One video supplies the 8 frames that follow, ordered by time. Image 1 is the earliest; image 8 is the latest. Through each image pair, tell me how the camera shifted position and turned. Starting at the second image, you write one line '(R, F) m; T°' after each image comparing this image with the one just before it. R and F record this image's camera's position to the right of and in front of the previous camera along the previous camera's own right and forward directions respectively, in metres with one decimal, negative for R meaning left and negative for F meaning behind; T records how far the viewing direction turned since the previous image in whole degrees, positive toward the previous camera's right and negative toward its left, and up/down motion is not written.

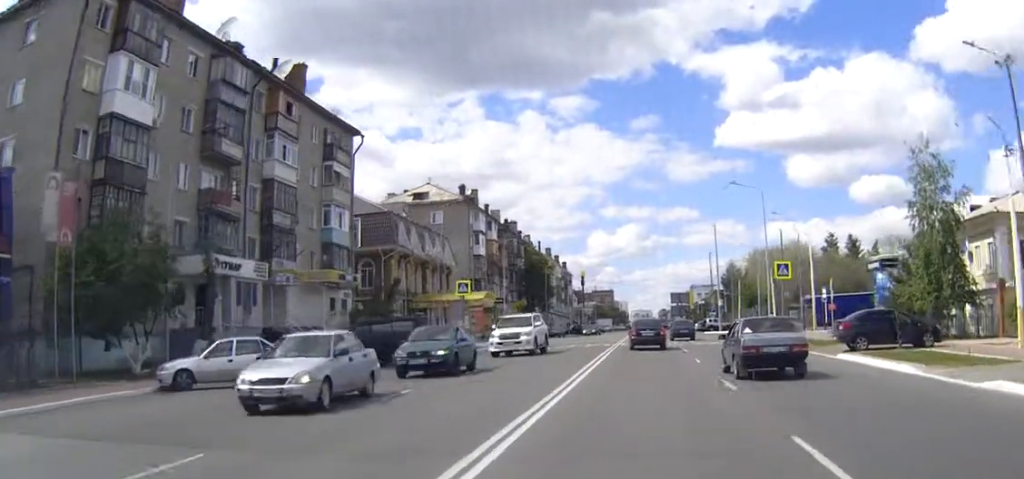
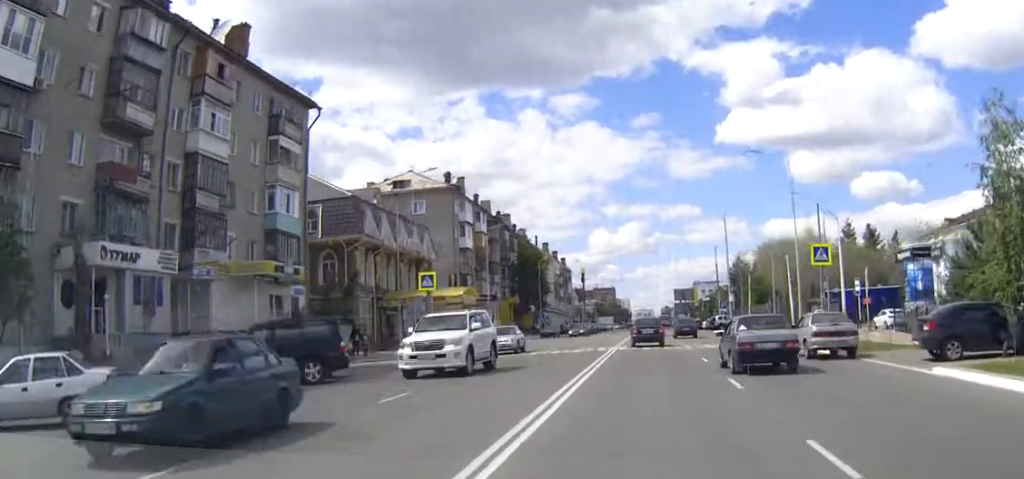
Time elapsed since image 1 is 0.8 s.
(0.0, +9.6) m; 0°
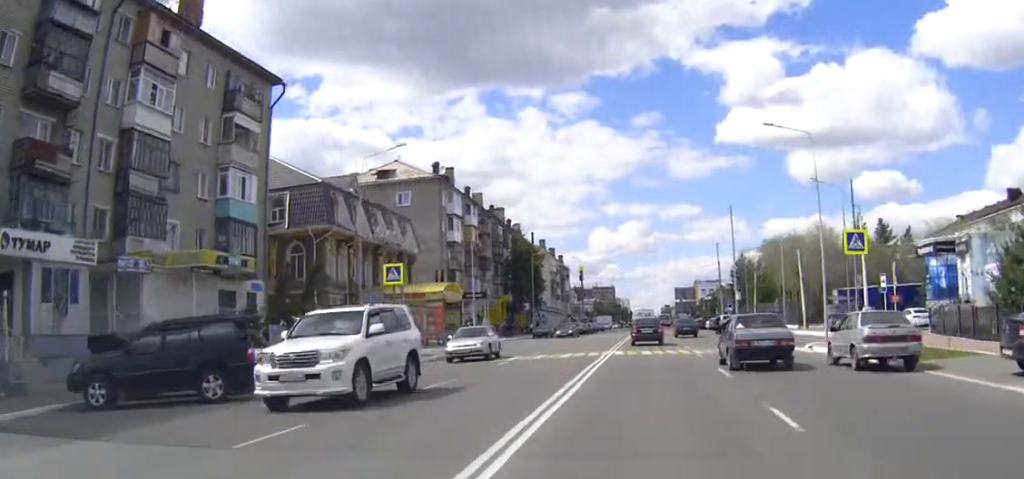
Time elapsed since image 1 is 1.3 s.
(0.0, +6.2) m; 0°
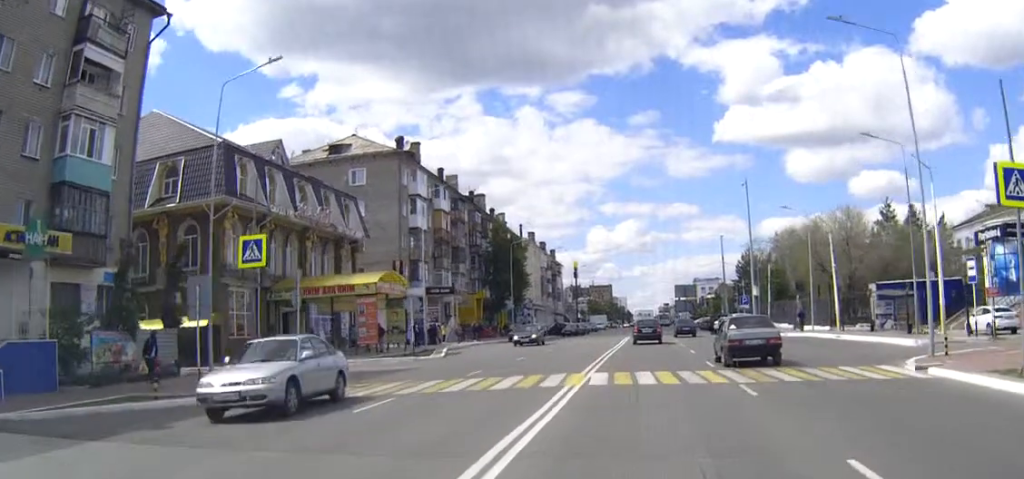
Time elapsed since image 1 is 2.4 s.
(0.0, +14.2) m; 0°
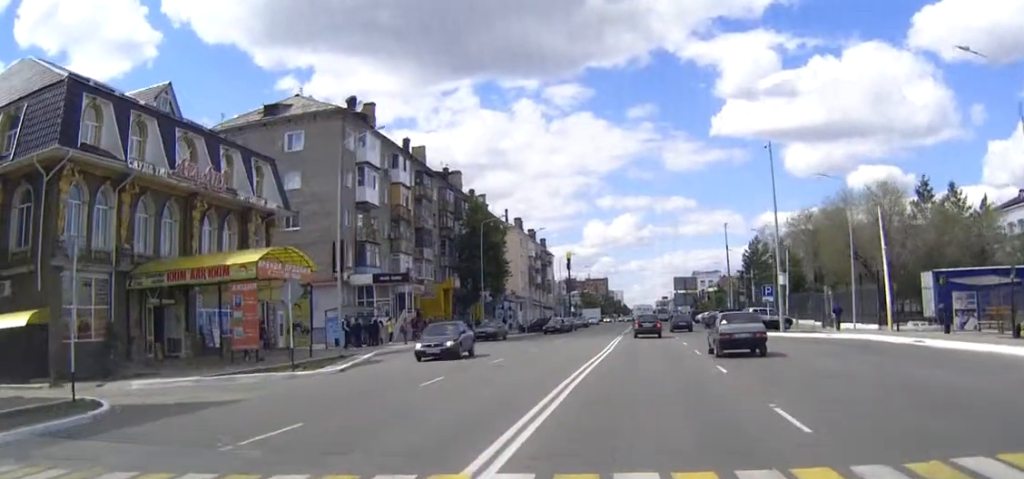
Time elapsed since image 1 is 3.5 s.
(+0.1, +14.1) m; +1°
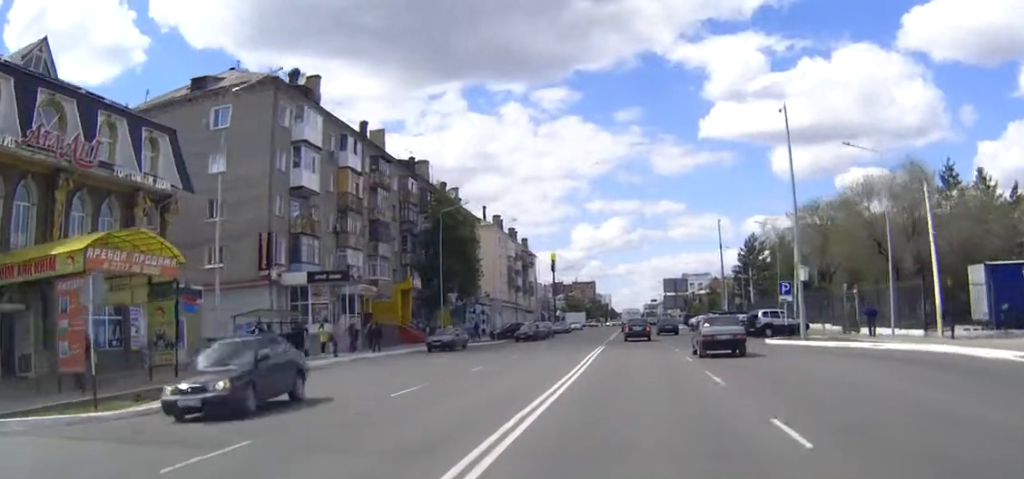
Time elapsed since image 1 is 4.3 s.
(+0.1, +10.4) m; +1°
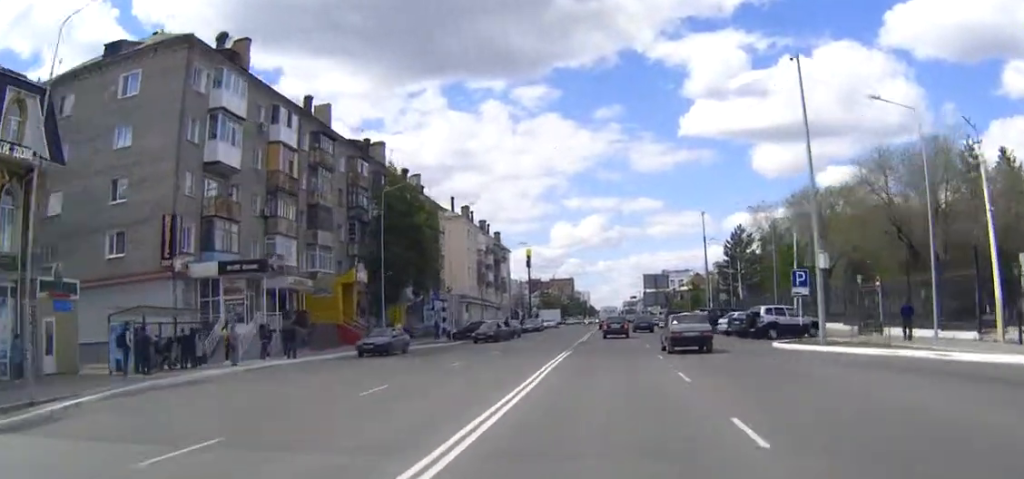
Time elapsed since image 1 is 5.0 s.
(0.0, +9.1) m; 0°
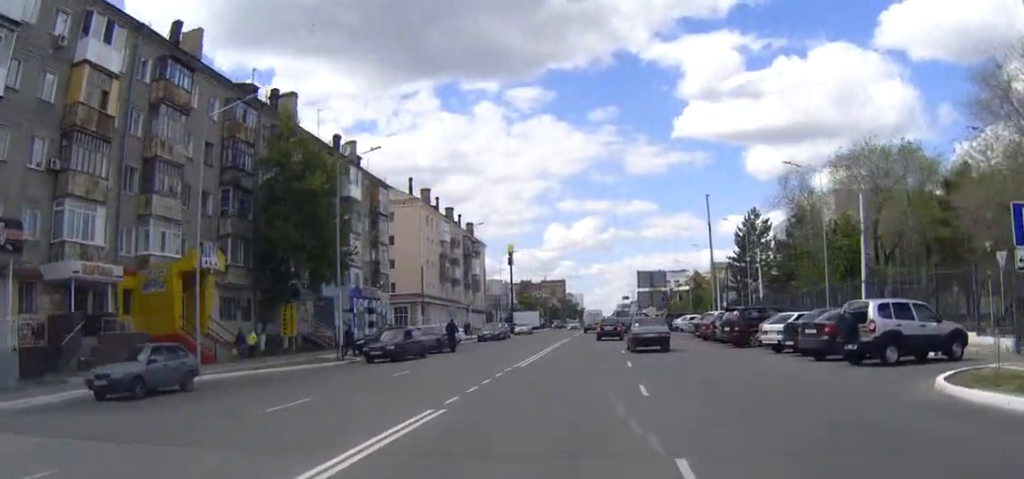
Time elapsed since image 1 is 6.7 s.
(+0.2, +21.3) m; +1°
